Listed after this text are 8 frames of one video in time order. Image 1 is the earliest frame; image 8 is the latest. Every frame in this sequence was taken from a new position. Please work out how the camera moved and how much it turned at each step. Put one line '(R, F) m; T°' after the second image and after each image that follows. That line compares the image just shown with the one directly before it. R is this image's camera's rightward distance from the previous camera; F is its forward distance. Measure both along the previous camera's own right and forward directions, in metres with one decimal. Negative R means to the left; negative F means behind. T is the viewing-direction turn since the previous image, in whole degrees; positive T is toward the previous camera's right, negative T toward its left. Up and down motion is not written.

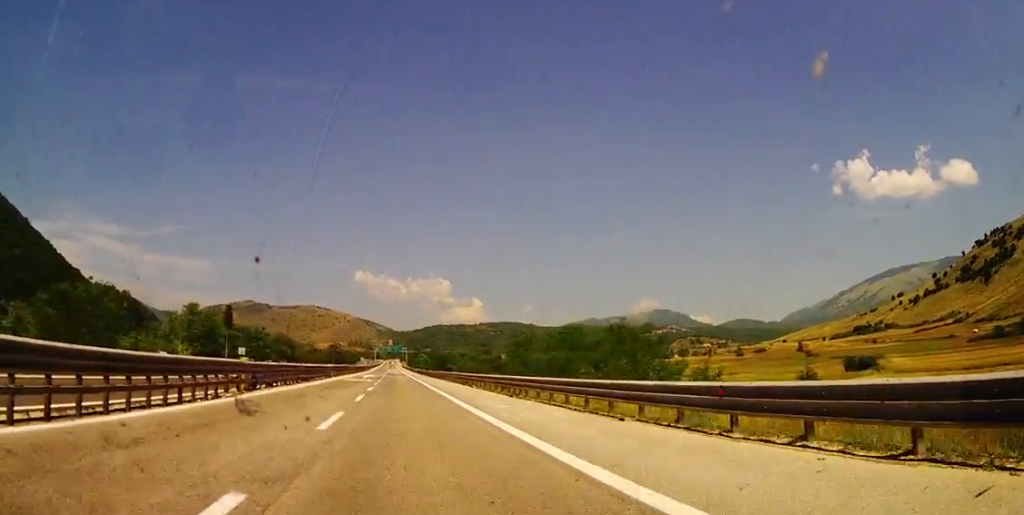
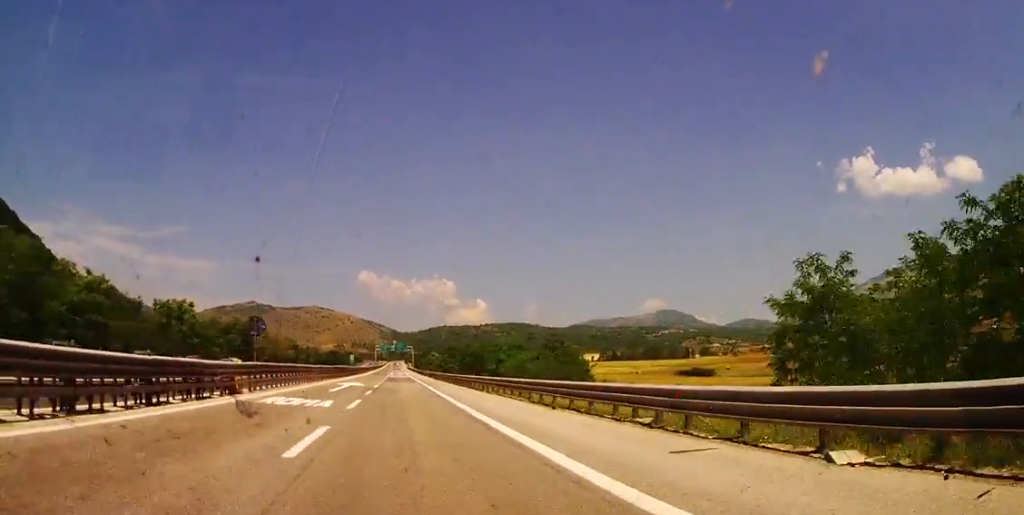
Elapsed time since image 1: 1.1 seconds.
(-0.3, +38.8) m; -1°
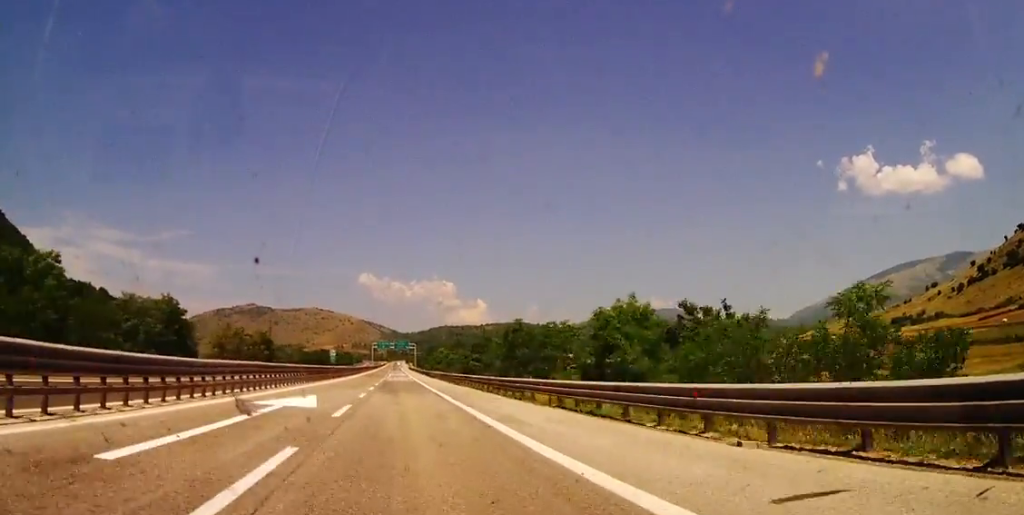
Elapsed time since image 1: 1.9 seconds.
(-0.3, +28.2) m; 0°
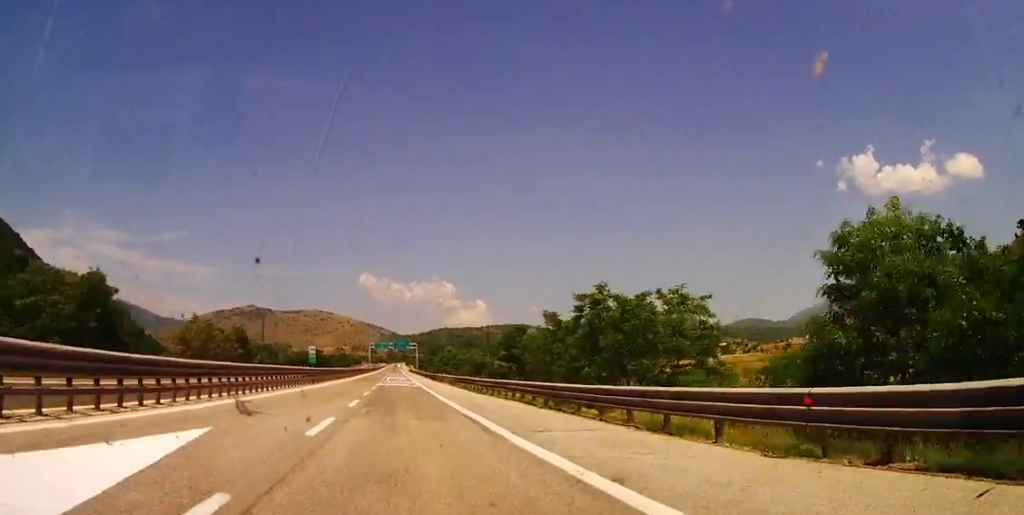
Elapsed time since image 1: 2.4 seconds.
(0.0, +16.4) m; 0°
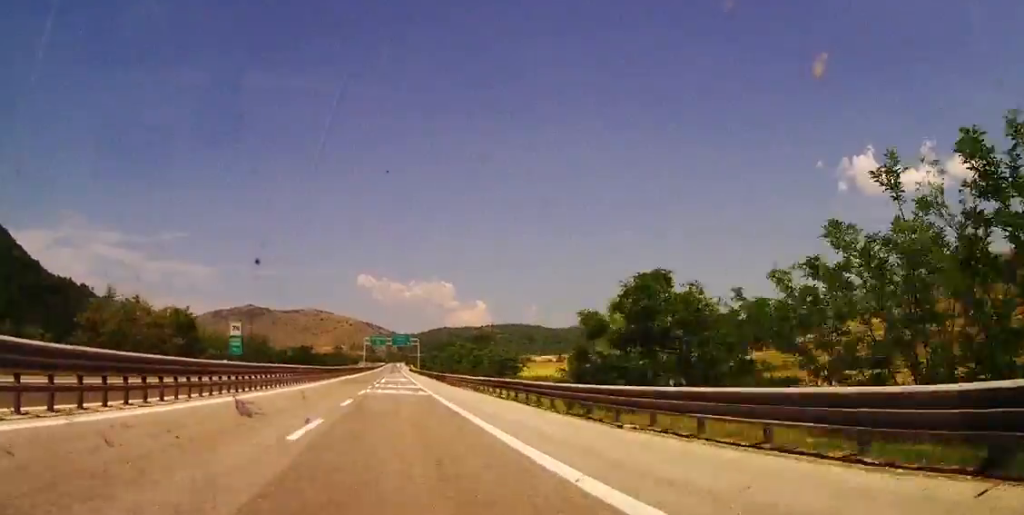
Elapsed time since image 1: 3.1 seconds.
(0.0, +24.5) m; 0°
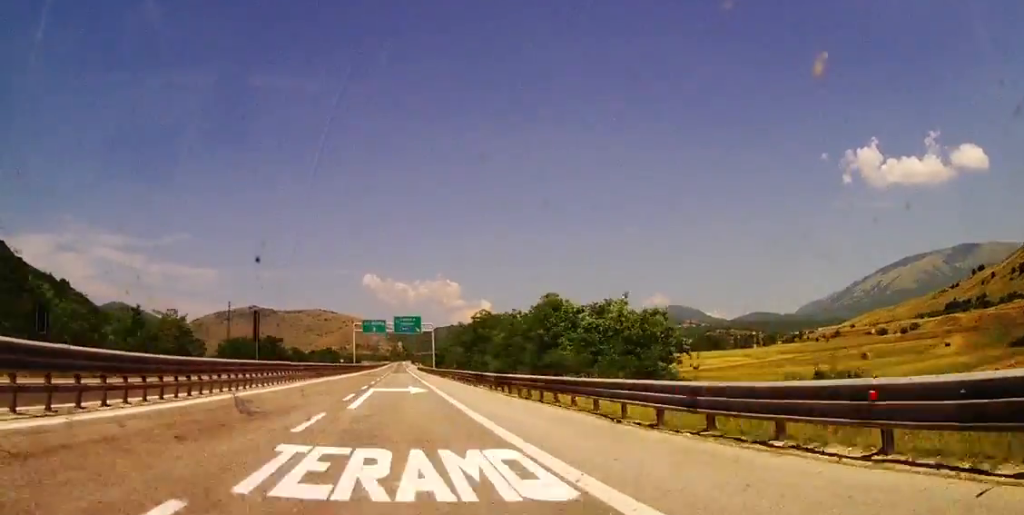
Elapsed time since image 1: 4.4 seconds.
(+0.1, +45.5) m; 0°
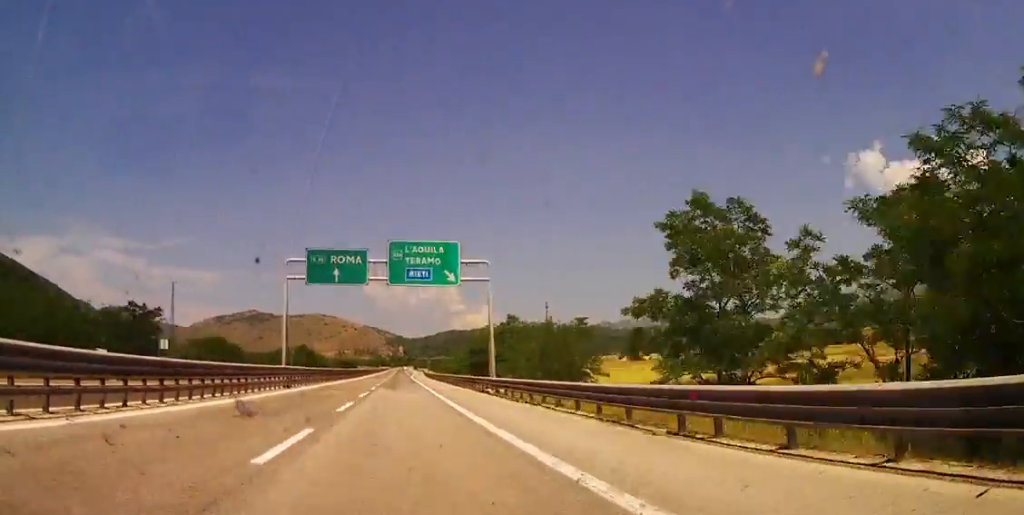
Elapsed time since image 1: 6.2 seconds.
(+0.4, +63.1) m; 0°
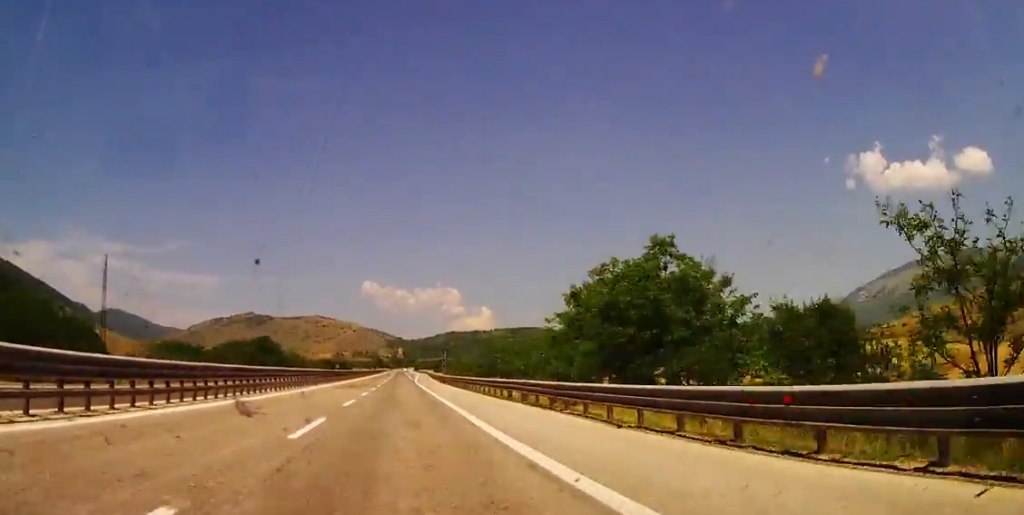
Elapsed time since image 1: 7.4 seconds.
(-0.5, +43.4) m; 0°
